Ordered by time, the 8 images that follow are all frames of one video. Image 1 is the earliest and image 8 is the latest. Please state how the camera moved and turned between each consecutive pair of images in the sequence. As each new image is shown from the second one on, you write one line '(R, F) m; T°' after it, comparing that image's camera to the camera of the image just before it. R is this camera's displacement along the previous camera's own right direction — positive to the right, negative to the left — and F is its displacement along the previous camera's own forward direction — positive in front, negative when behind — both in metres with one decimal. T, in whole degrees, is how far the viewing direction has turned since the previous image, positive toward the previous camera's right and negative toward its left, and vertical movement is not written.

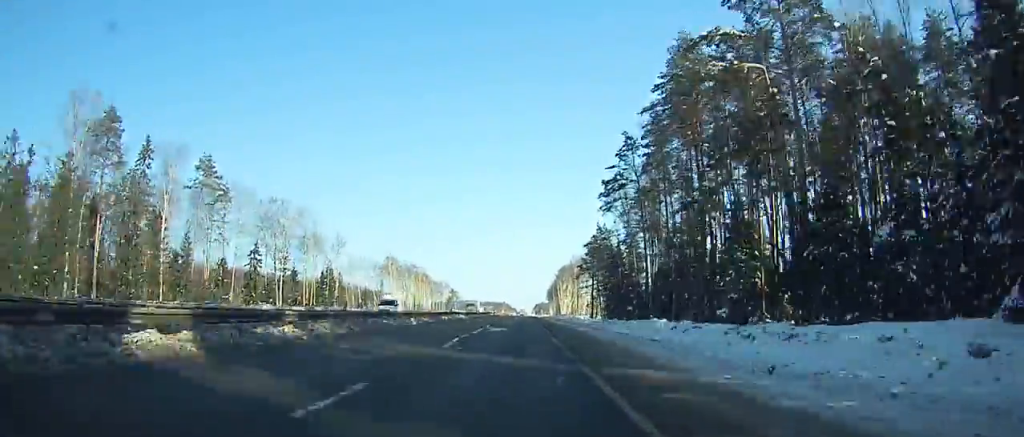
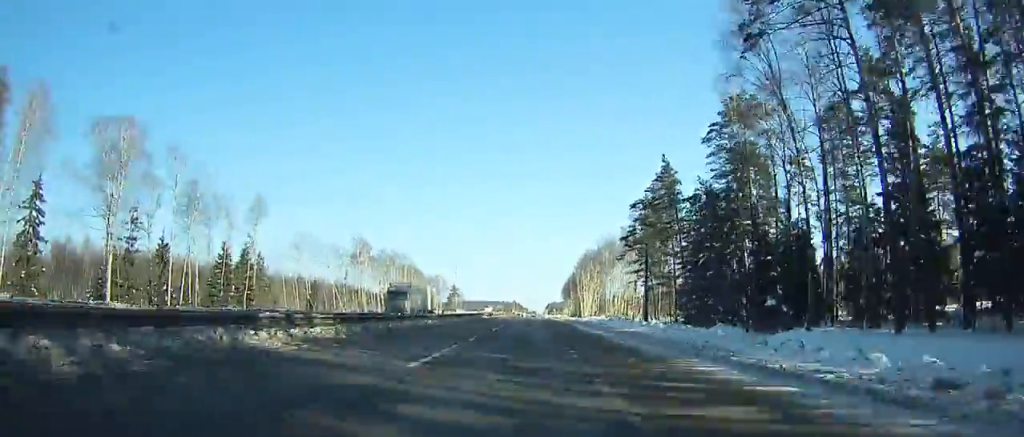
(-0.2, +53.8) m; 0°
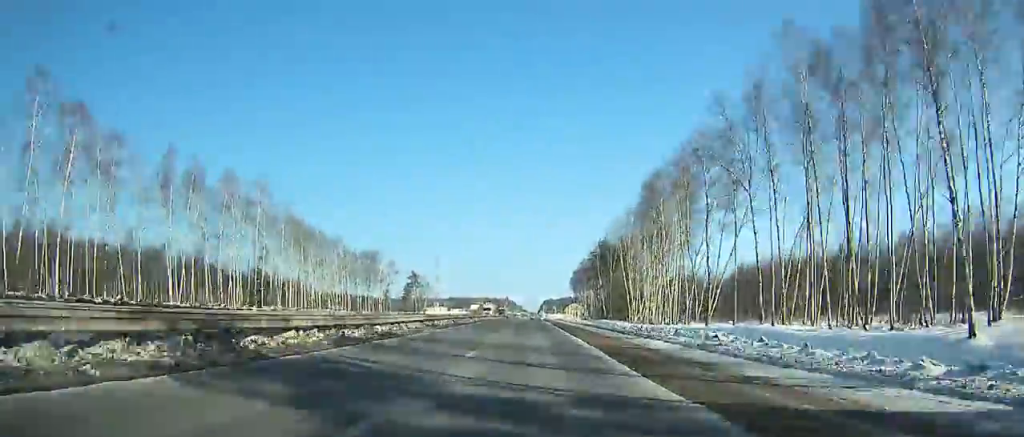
(-0.3, +116.6) m; +1°
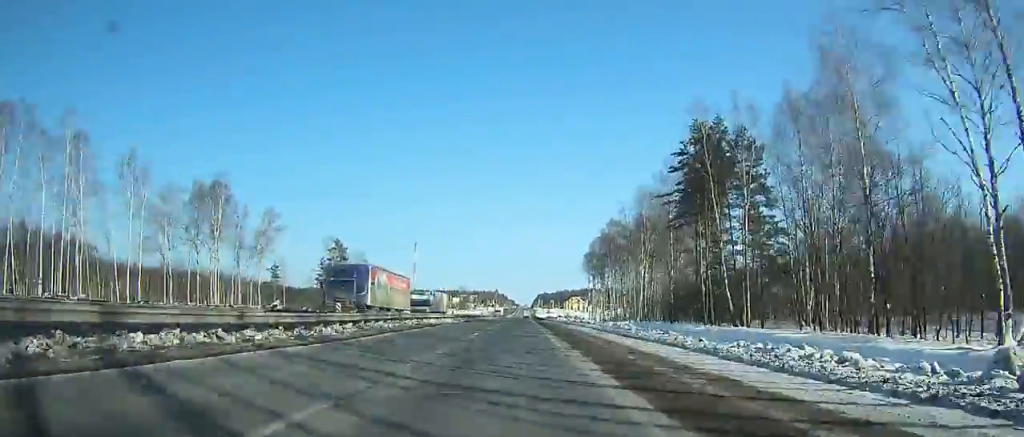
(+0.9, +95.2) m; 0°
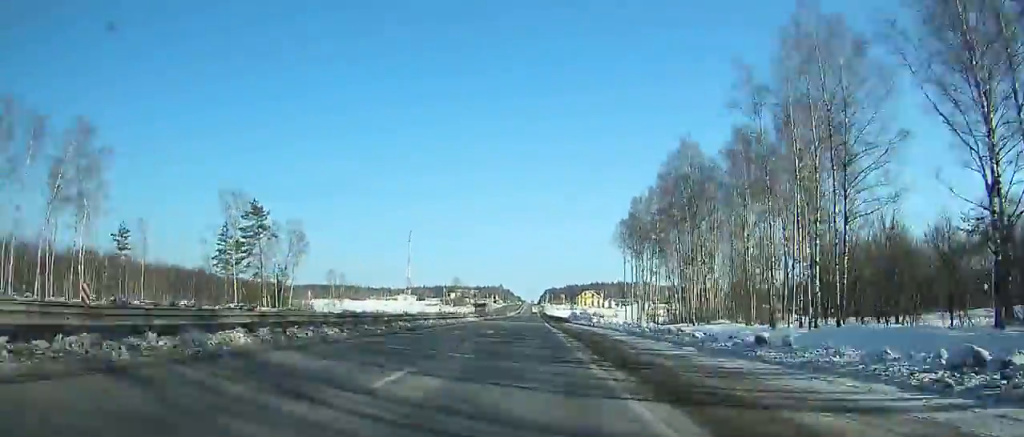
(-0.2, +55.6) m; 0°
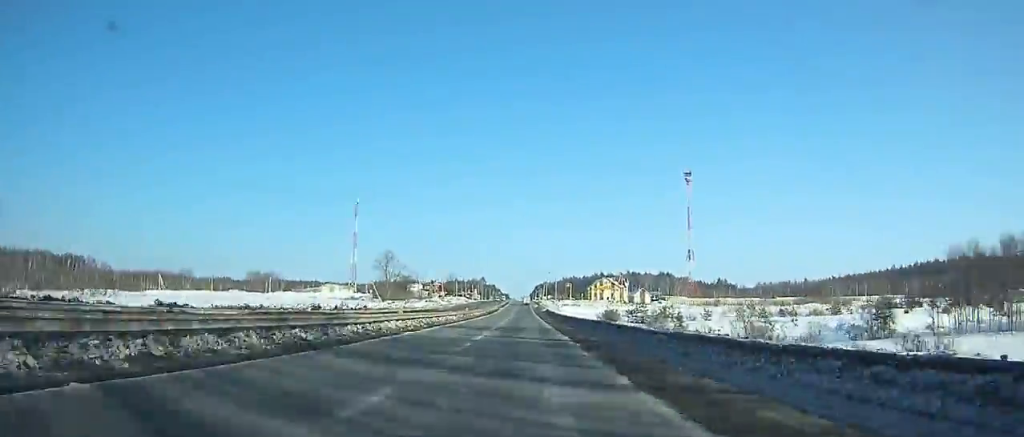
(+0.5, +135.0) m; +1°
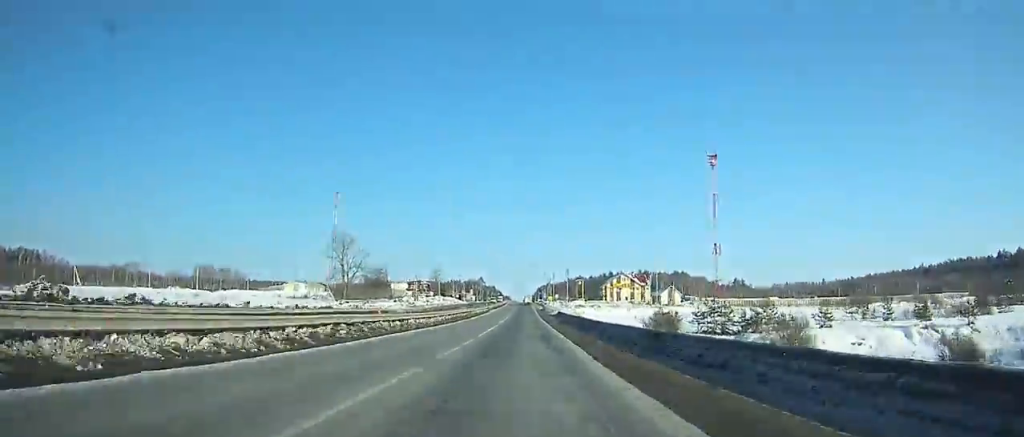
(0.0, +45.3) m; 0°
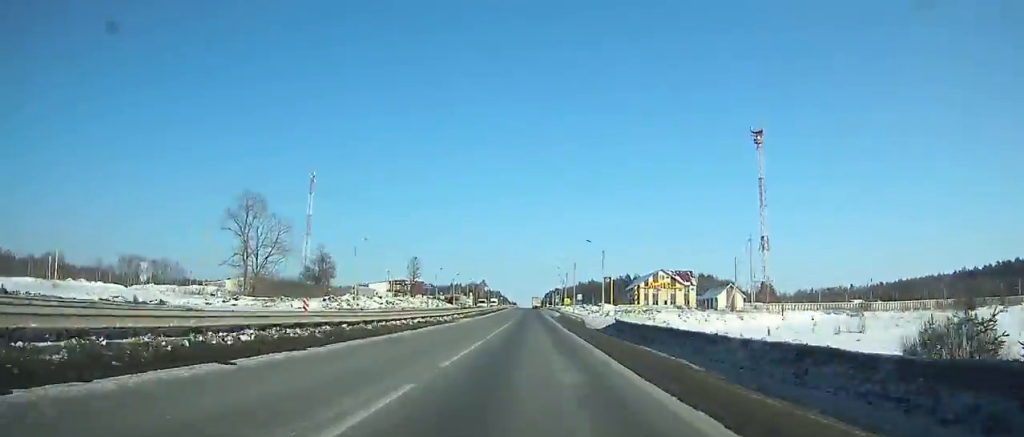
(-0.1, +51.8) m; 0°
